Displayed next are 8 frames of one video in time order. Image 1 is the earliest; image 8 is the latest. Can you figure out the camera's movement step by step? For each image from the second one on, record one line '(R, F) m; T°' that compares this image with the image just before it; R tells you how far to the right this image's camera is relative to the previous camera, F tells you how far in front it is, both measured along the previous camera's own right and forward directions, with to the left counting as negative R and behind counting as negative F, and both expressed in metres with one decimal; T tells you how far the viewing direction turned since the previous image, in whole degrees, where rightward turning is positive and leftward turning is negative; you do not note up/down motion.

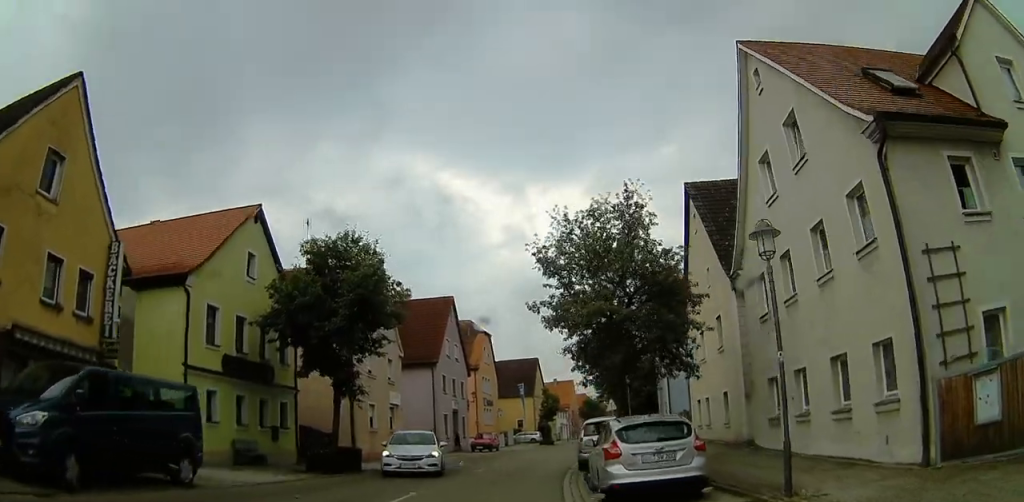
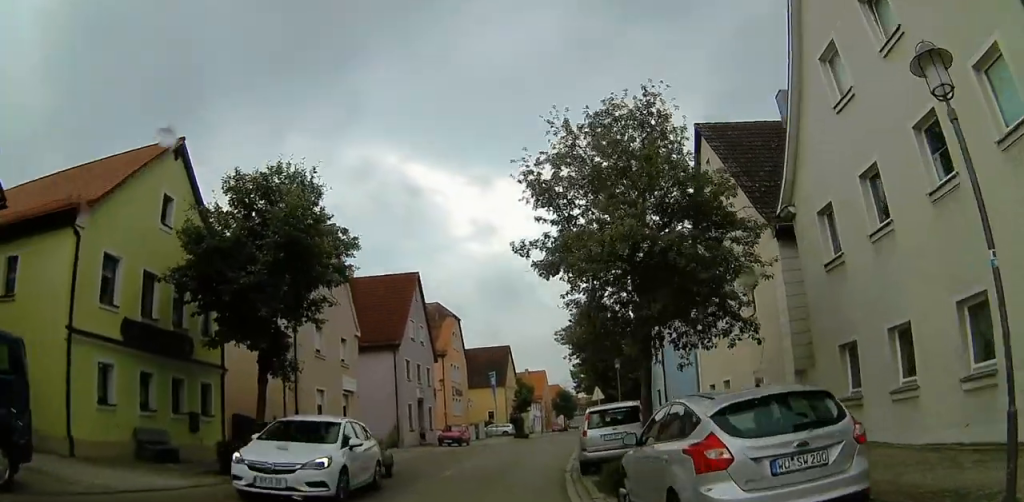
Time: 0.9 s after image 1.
(-0.2, +5.4) m; 0°
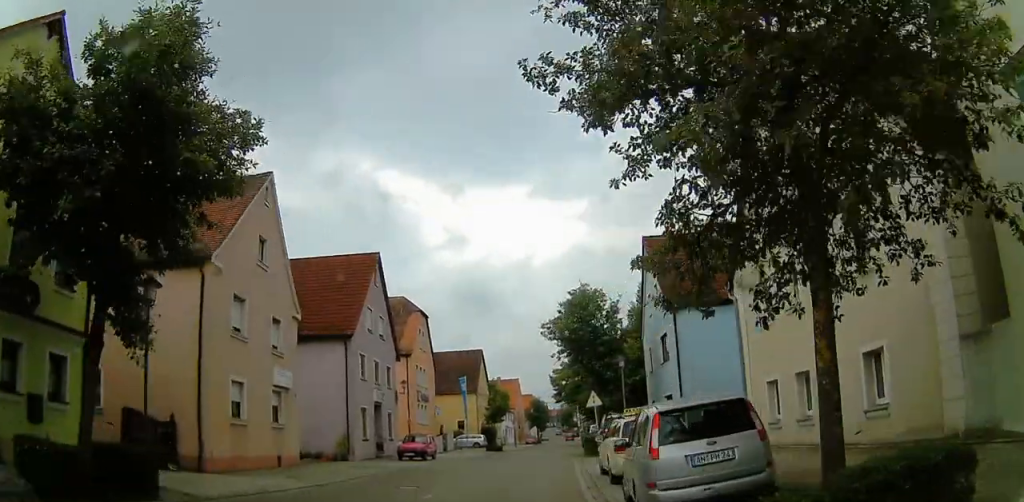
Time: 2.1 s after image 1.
(+0.3, +7.5) m; +7°
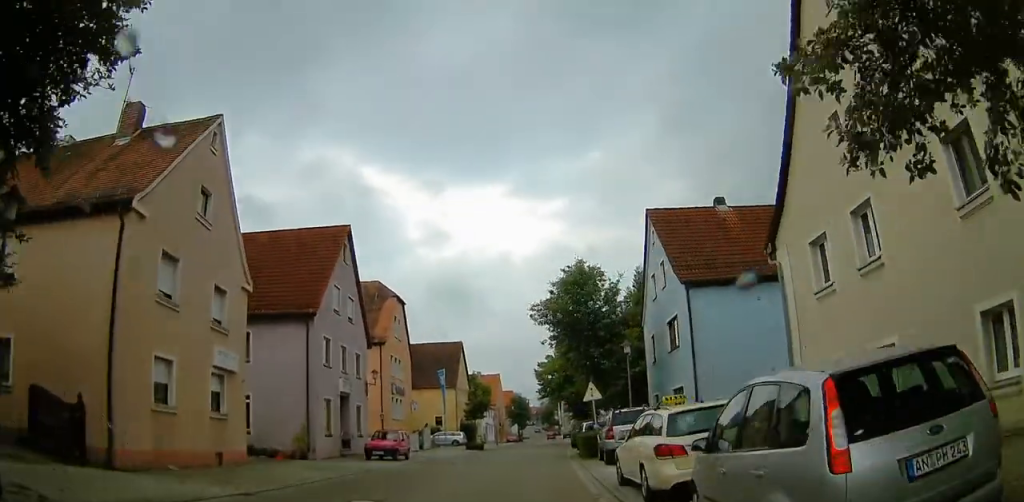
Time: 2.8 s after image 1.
(+0.1, +4.1) m; +2°
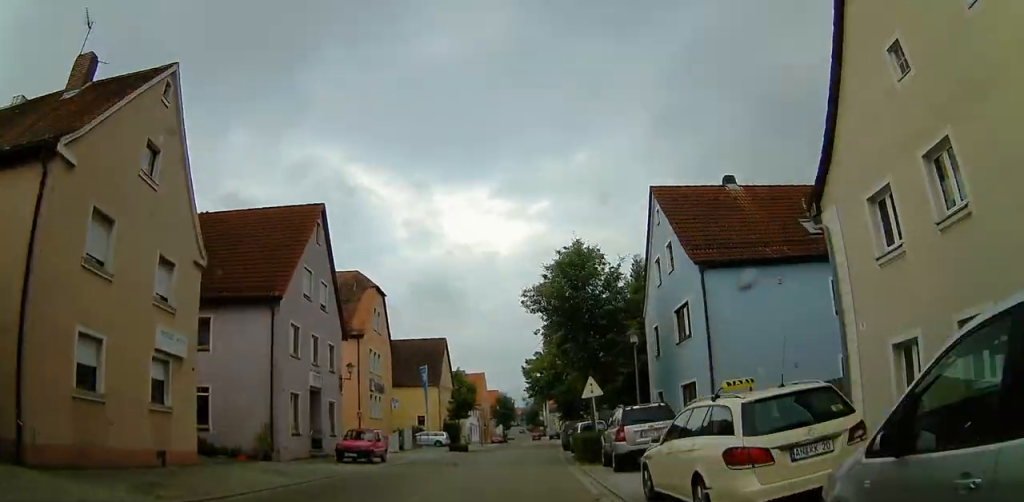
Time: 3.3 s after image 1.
(0.0, +2.9) m; 0°
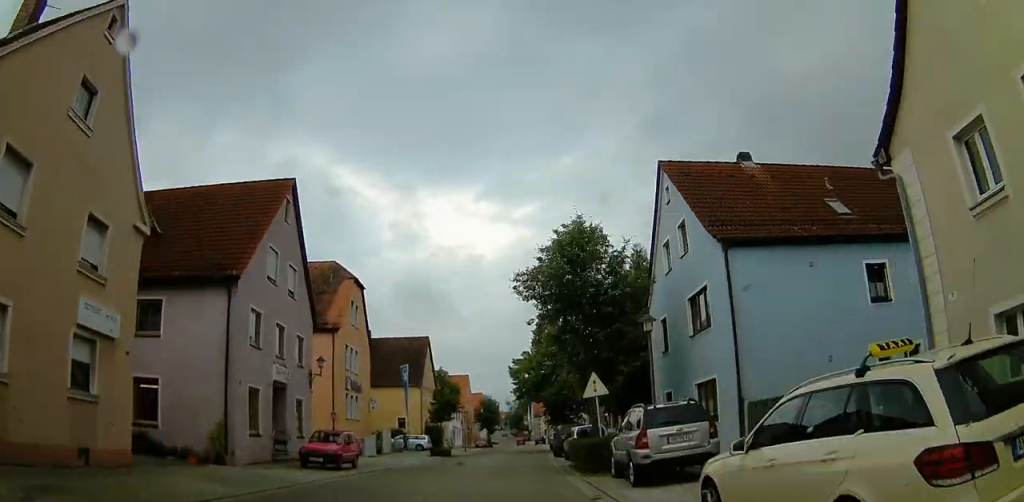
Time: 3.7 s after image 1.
(0.0, +2.9) m; +2°
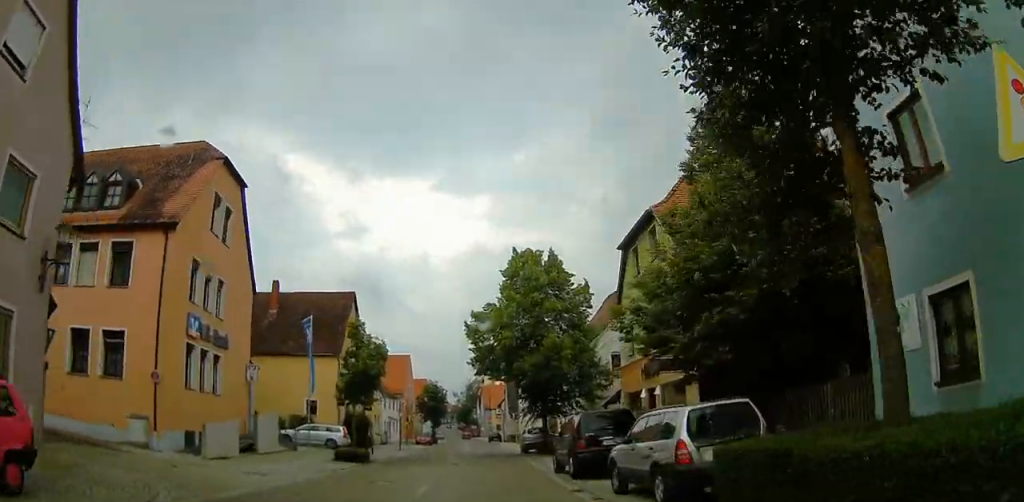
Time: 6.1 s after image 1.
(+1.0, +15.2) m; +2°
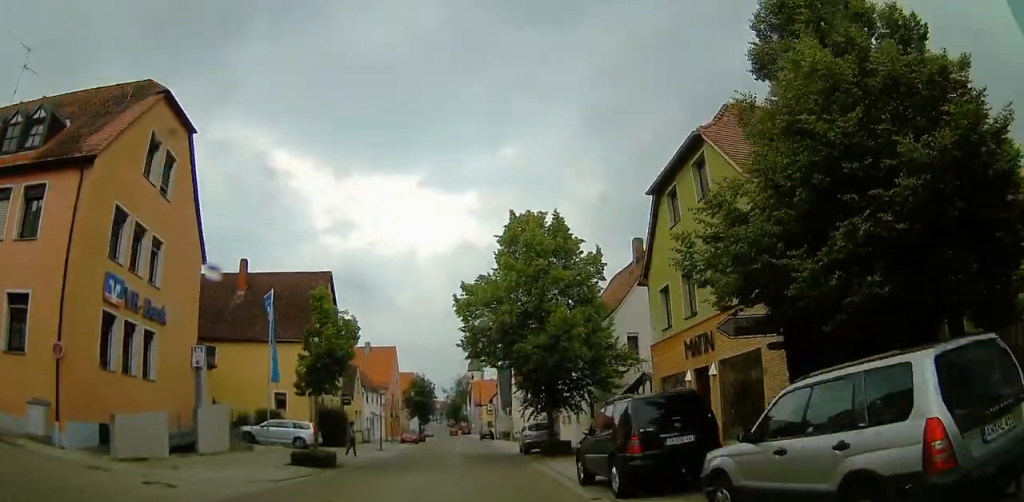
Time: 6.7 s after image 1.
(-0.1, +4.5) m; +1°
